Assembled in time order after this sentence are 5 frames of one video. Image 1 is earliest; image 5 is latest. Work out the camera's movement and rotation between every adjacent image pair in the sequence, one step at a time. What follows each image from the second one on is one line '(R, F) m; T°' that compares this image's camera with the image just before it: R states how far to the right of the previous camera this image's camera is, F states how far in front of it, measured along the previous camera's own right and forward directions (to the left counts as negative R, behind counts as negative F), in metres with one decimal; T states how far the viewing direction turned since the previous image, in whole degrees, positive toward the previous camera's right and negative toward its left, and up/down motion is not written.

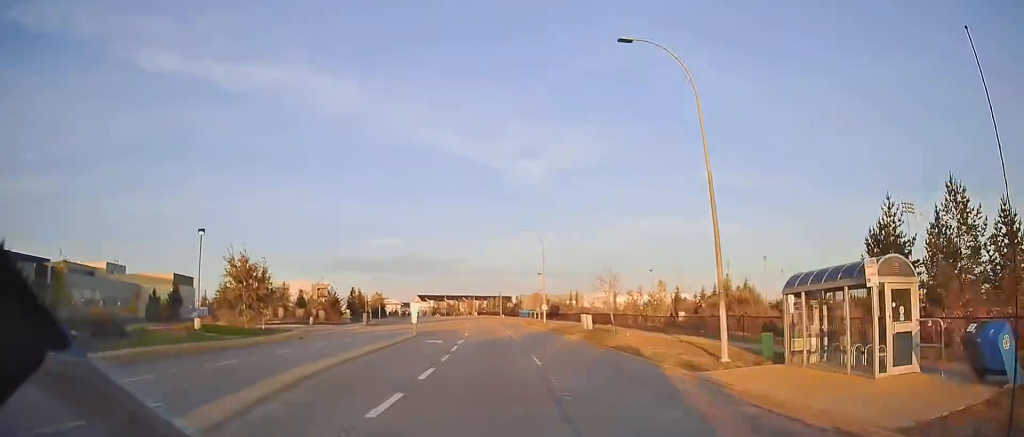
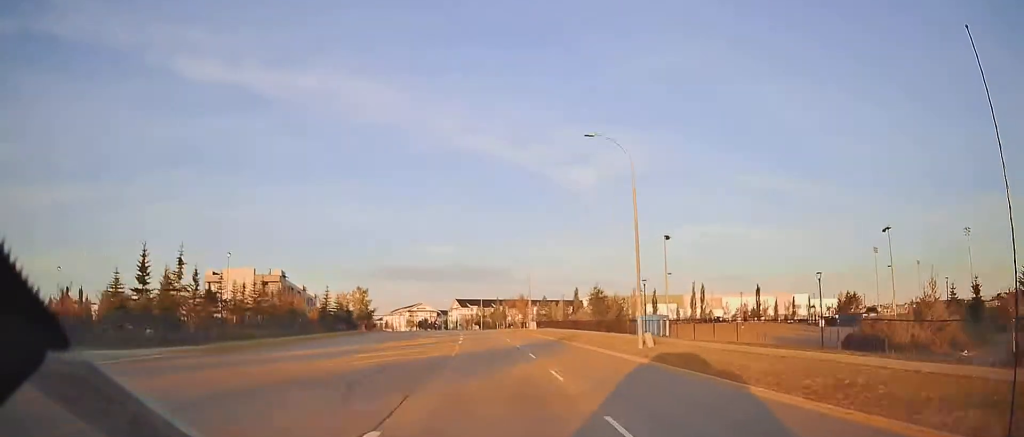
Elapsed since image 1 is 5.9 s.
(-4.3, +91.4) m; -6°
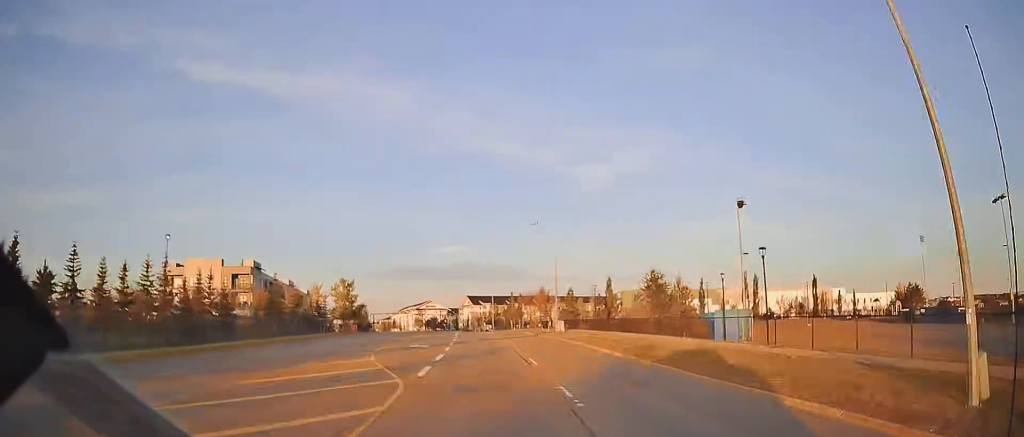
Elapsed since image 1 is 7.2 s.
(-0.3, +21.8) m; -2°
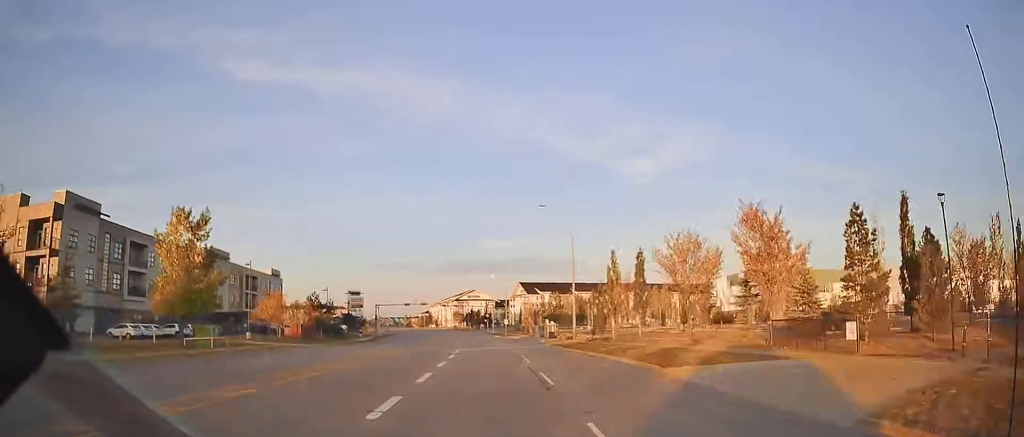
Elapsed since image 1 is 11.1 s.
(-2.5, +64.1) m; -5°
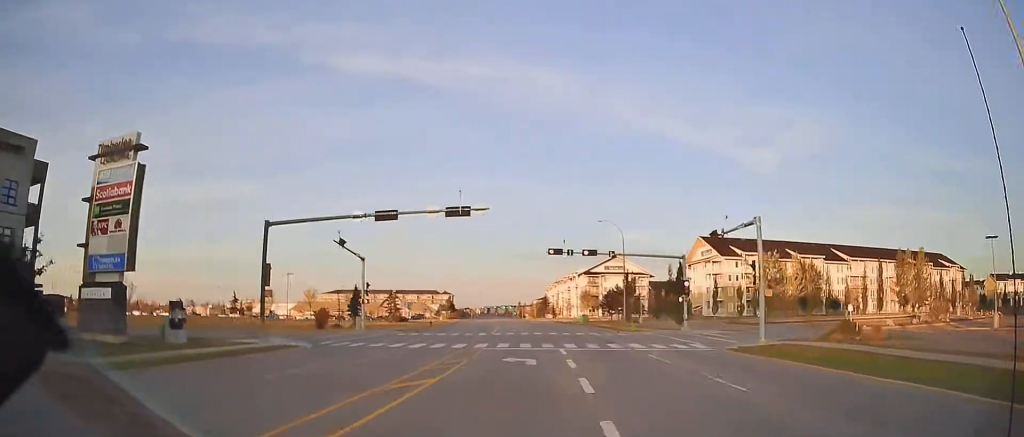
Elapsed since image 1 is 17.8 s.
(-8.5, +86.0) m; -12°
